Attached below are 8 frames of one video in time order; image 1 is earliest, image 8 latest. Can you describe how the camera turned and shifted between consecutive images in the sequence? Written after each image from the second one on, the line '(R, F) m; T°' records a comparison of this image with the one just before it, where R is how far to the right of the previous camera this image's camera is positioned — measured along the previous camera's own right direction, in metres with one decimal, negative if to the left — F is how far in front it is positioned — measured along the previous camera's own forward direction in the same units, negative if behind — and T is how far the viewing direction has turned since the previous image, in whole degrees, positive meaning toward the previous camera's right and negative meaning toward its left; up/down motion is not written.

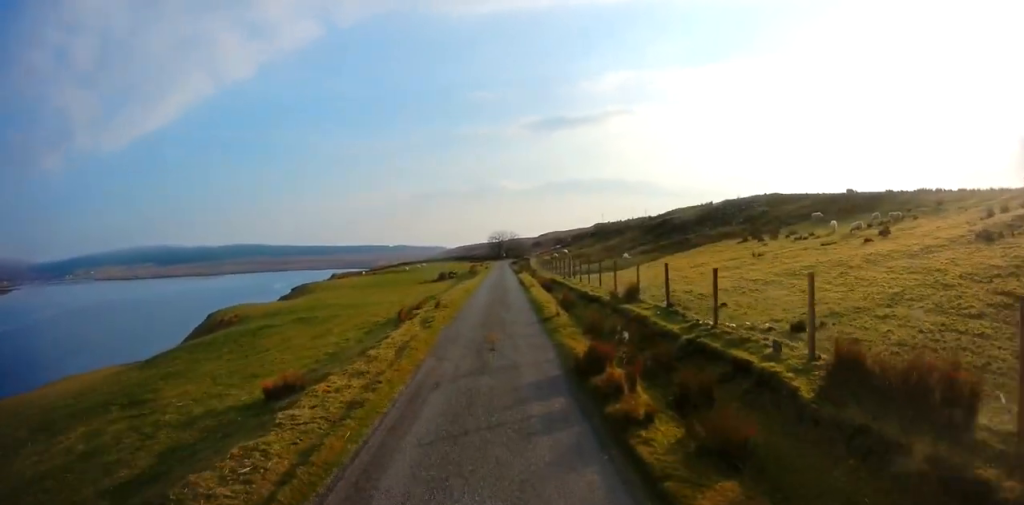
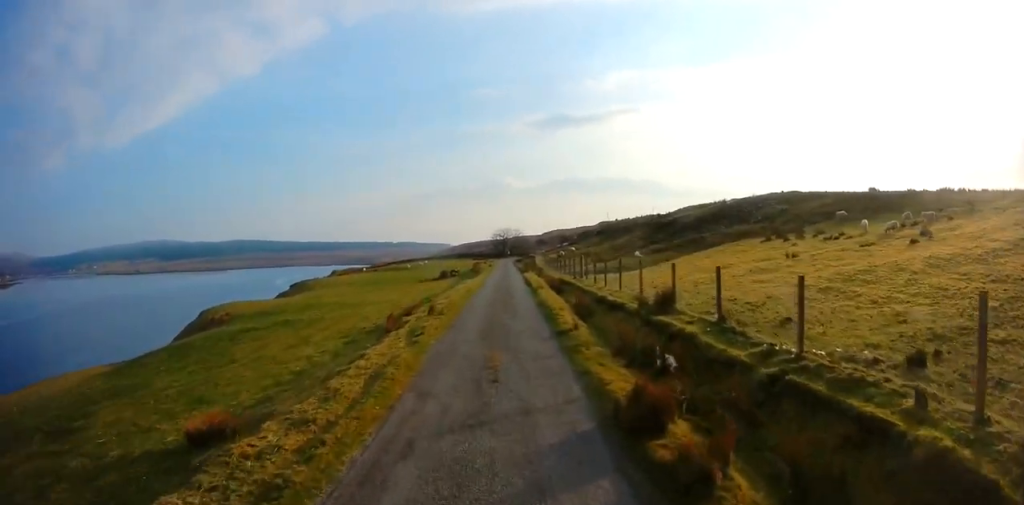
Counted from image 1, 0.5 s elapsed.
(-0.2, +4.0) m; -2°
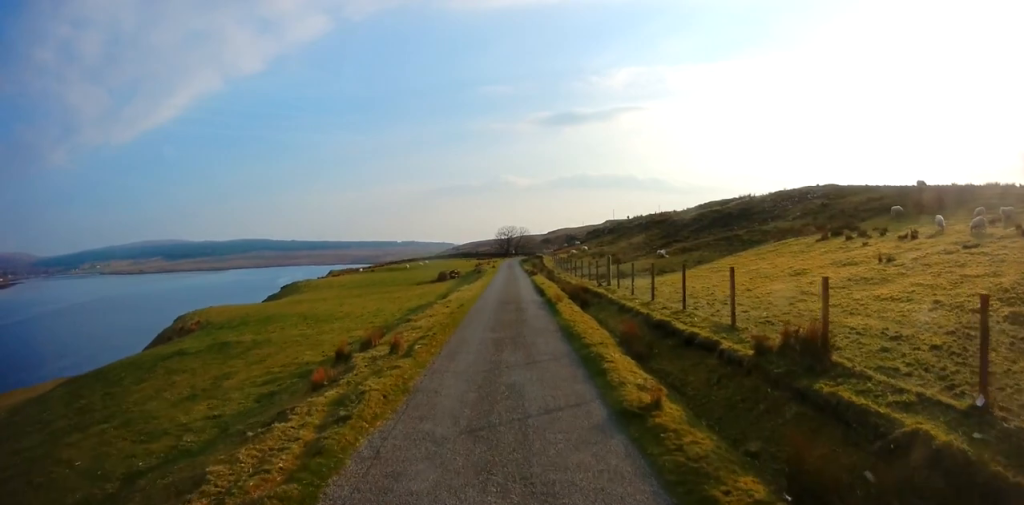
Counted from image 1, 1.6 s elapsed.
(-0.2, +8.7) m; +1°
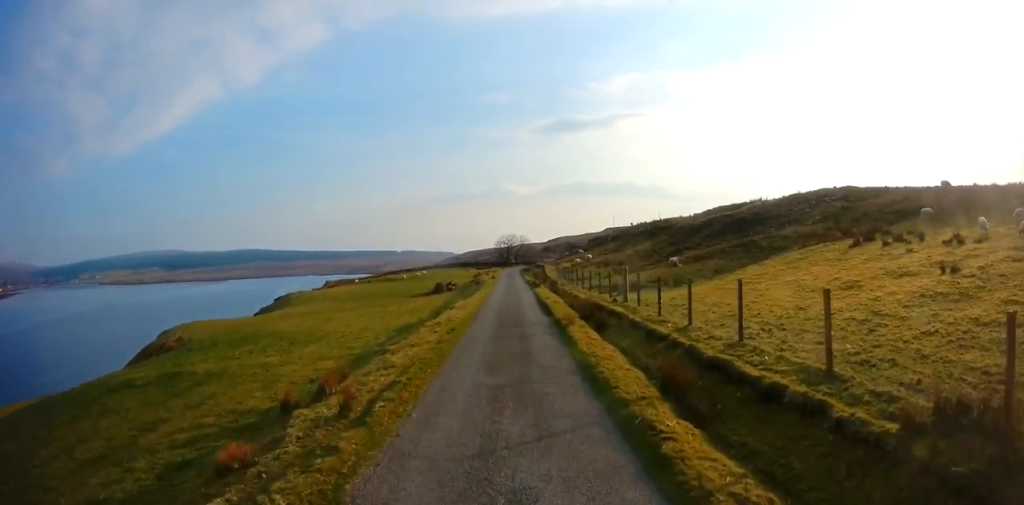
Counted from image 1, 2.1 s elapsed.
(0.0, +4.1) m; +1°
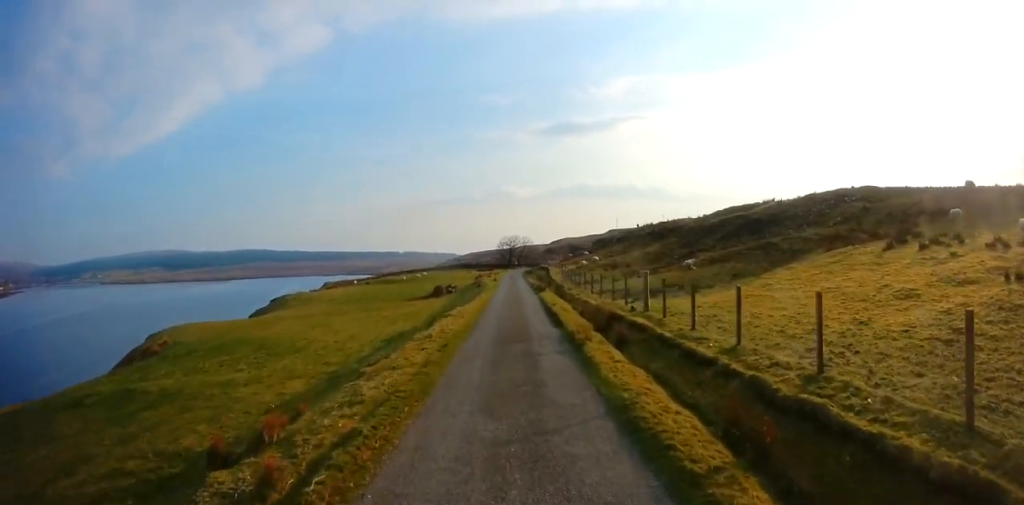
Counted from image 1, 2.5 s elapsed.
(+0.1, +3.1) m; +1°
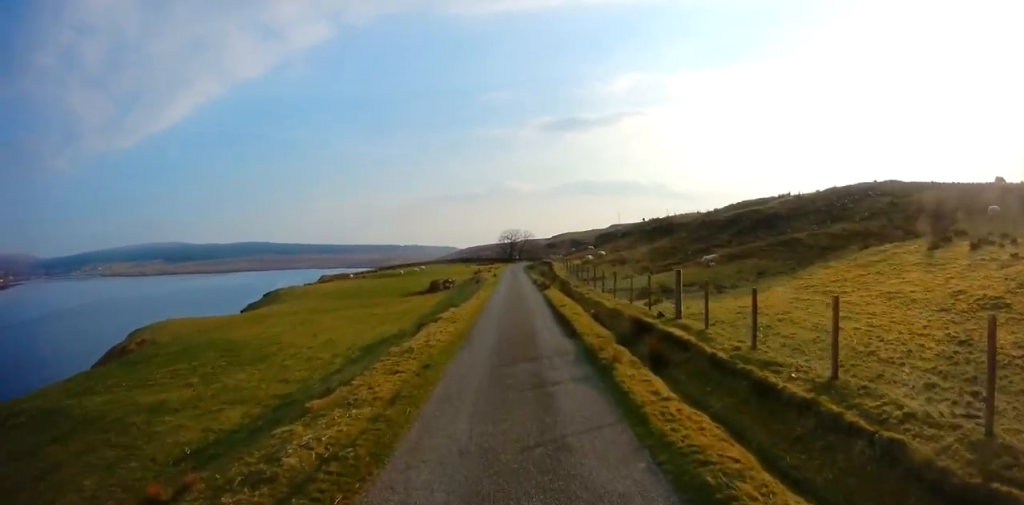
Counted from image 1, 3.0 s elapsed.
(0.0, +3.8) m; 0°
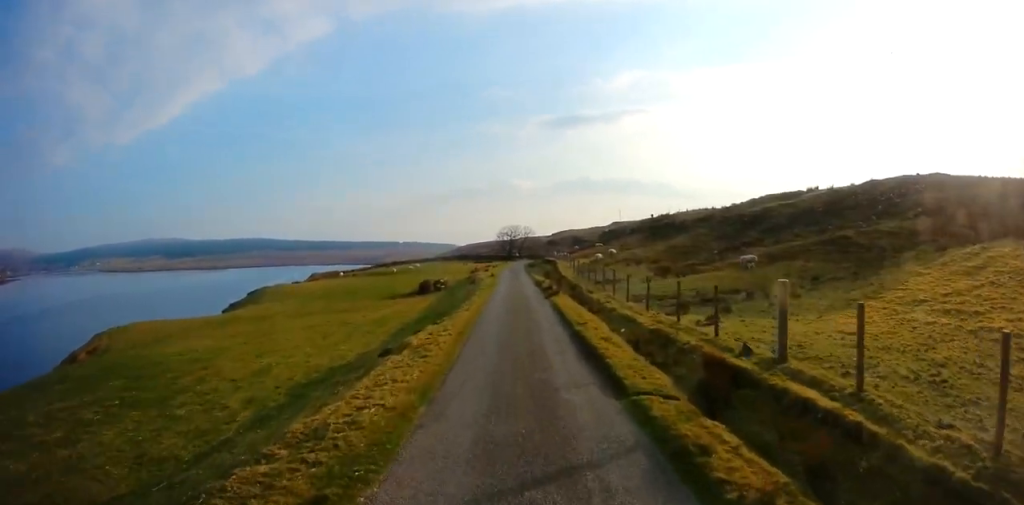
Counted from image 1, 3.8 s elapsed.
(0.0, +6.6) m; 0°
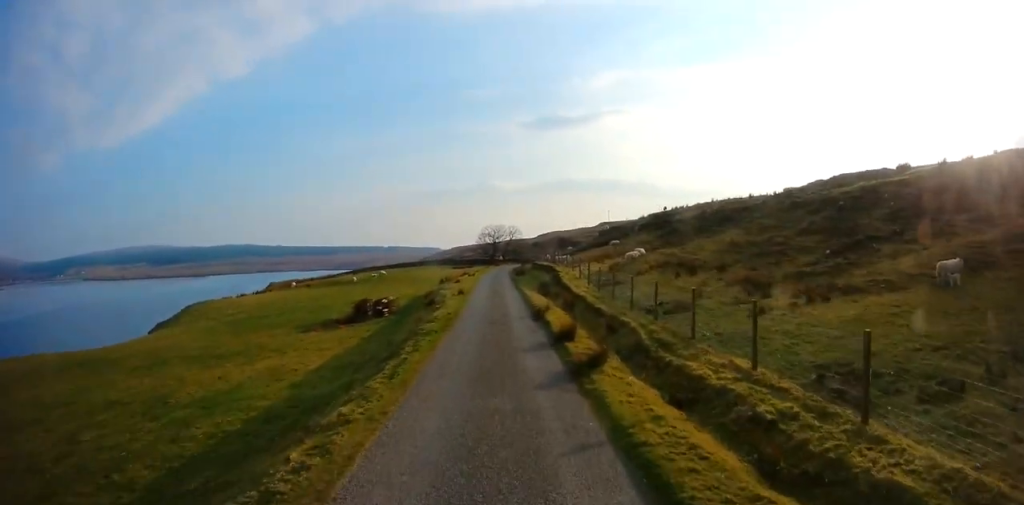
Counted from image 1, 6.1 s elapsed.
(0.0, +19.6) m; -1°
